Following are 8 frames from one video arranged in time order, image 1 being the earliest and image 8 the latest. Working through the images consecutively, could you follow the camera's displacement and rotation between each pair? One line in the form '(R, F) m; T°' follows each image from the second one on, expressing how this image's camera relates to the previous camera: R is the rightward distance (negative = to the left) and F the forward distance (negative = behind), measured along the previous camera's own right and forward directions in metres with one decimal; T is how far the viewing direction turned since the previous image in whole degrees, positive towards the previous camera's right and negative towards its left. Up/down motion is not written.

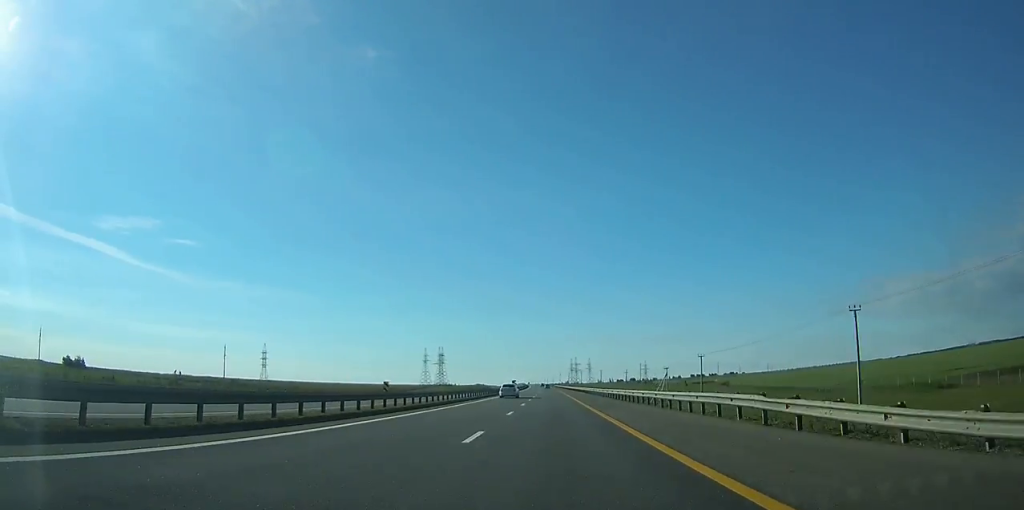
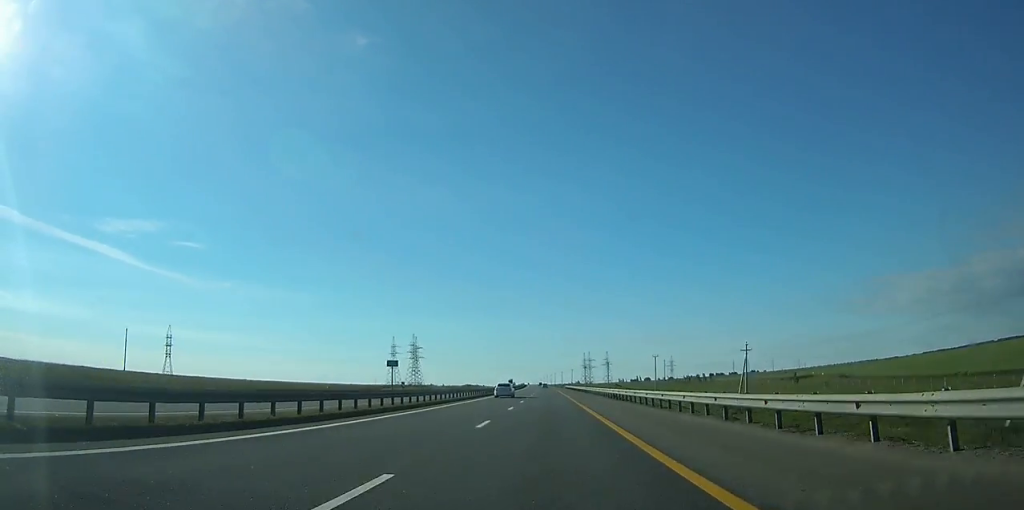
(-0.9, +115.3) m; -1°
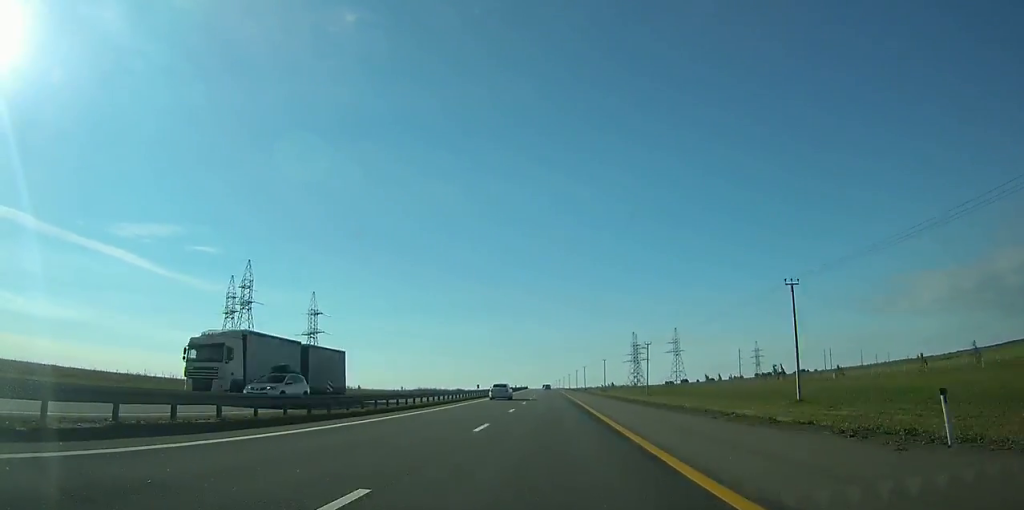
(-3.3, +204.5) m; -2°
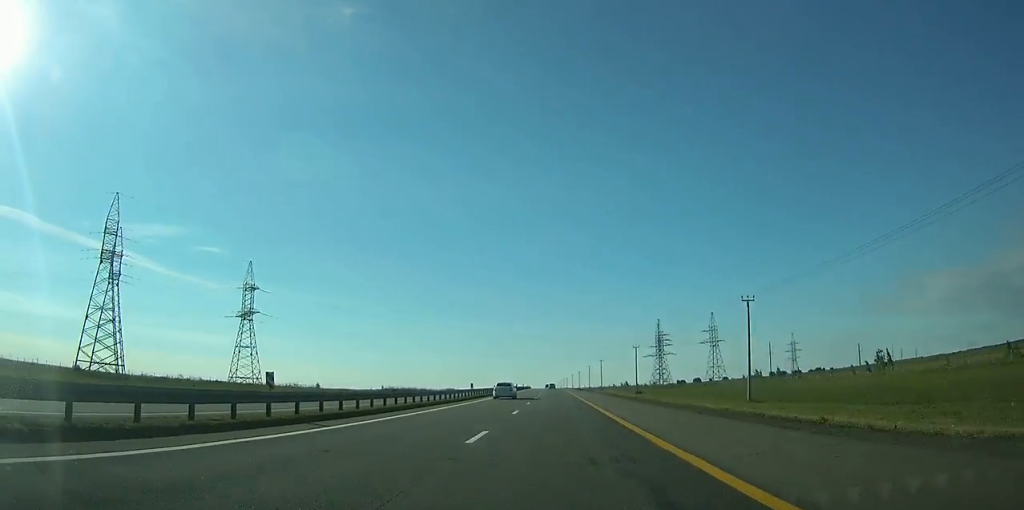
(-0.2, +49.7) m; 0°
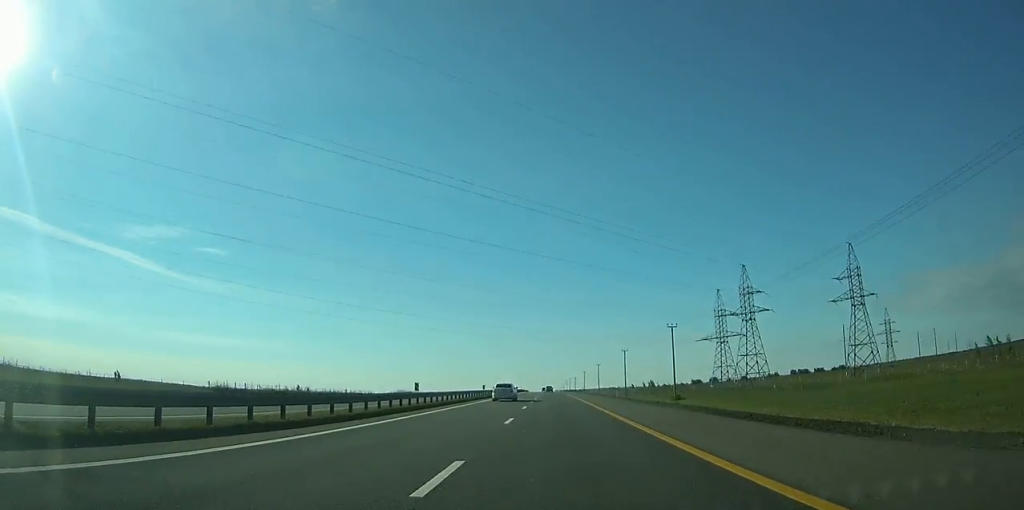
(-0.5, +96.3) m; -1°
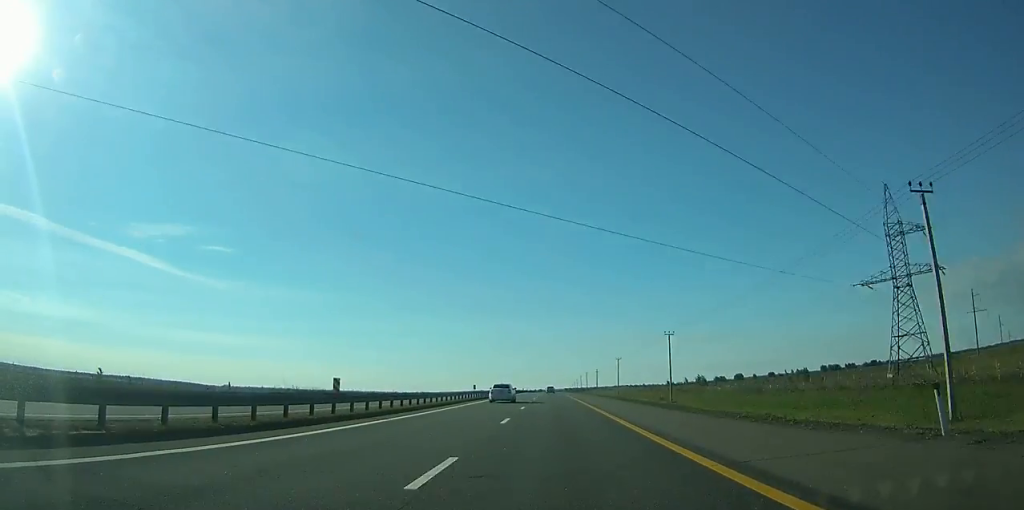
(-0.5, +90.2) m; -1°
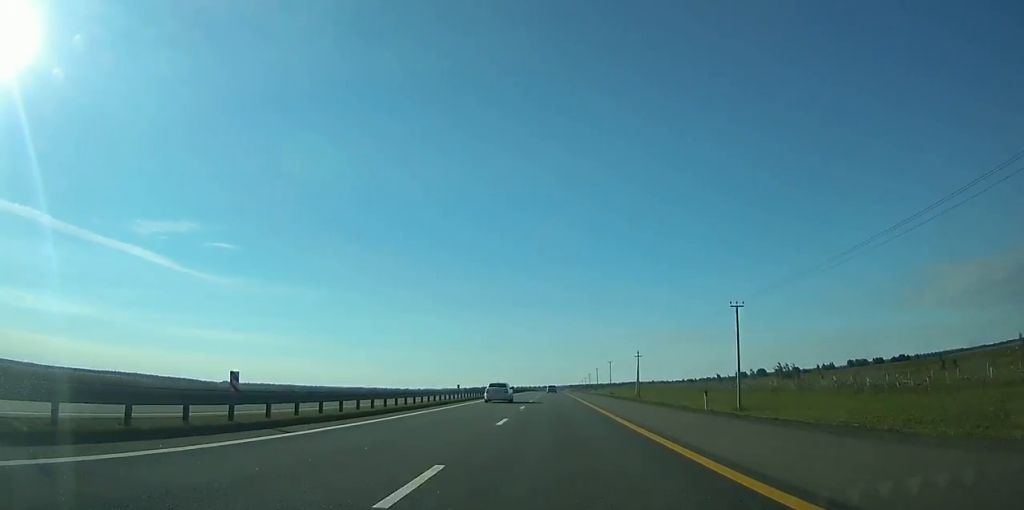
(-0.4, +76.1) m; 0°
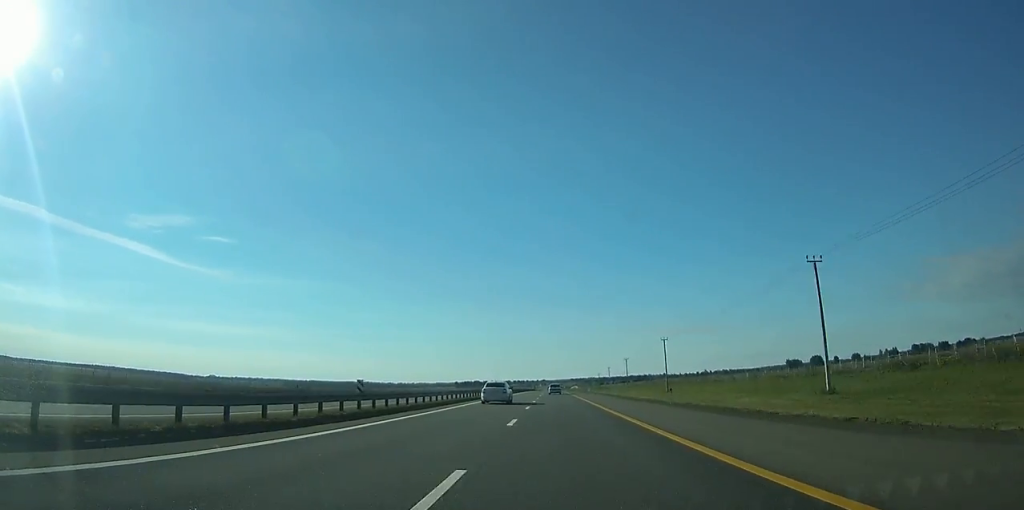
(-0.5, +187.6) m; 0°
